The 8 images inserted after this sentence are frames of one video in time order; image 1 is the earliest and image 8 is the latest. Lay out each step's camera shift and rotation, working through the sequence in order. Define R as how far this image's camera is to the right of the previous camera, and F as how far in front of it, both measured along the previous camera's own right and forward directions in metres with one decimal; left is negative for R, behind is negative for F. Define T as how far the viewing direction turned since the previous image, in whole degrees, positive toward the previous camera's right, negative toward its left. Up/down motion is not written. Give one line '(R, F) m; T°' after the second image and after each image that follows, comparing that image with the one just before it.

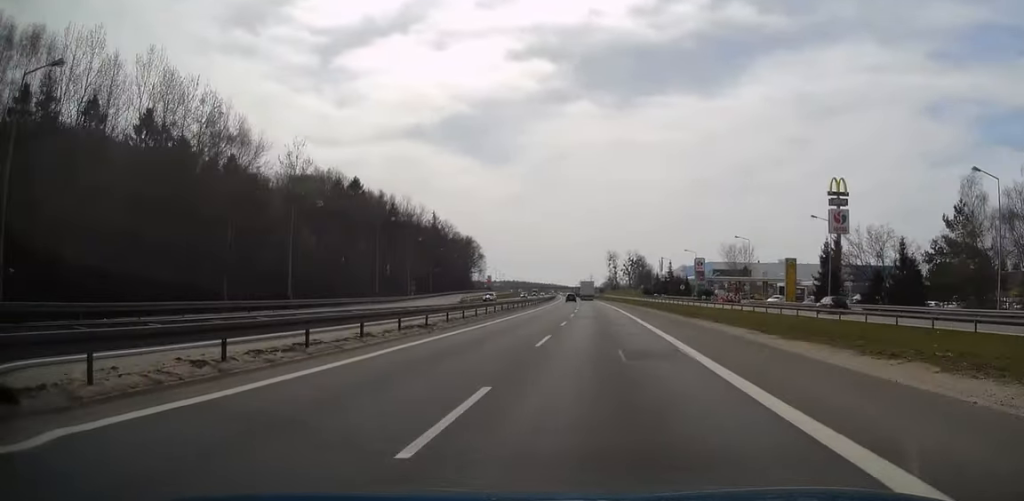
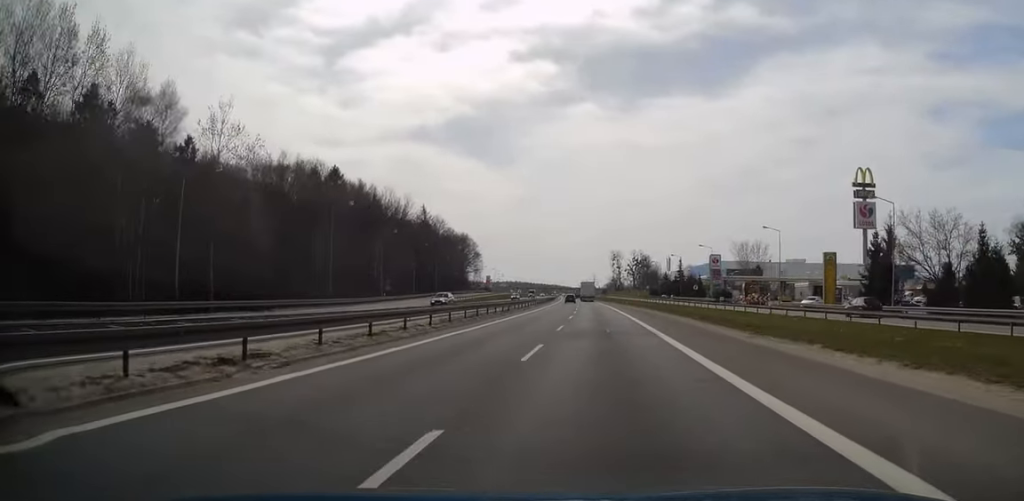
(0.0, +15.1) m; 0°
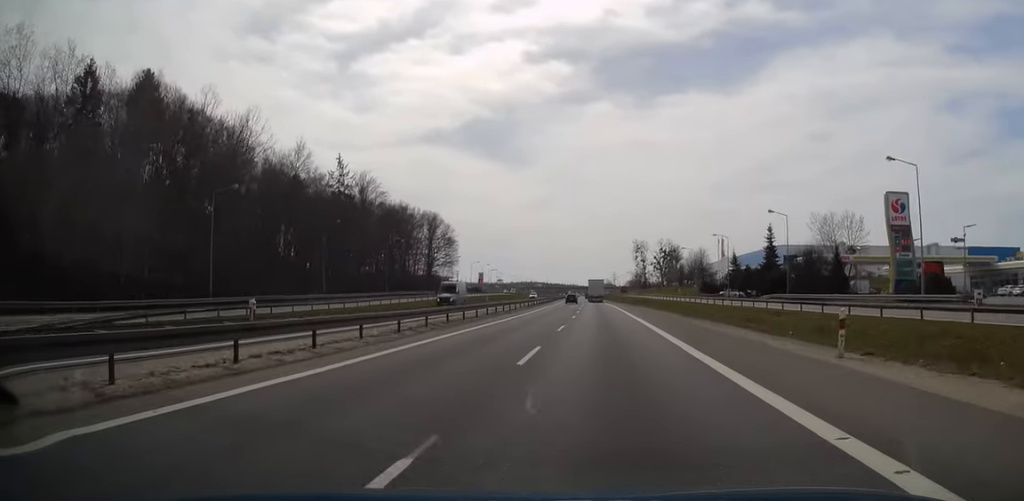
(-1.1, +71.7) m; -2°
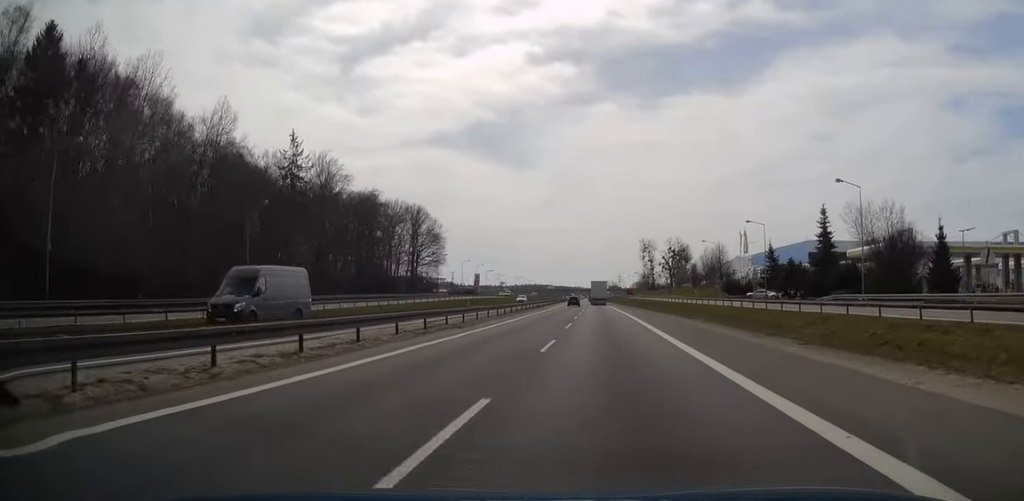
(-0.1, +20.4) m; 0°
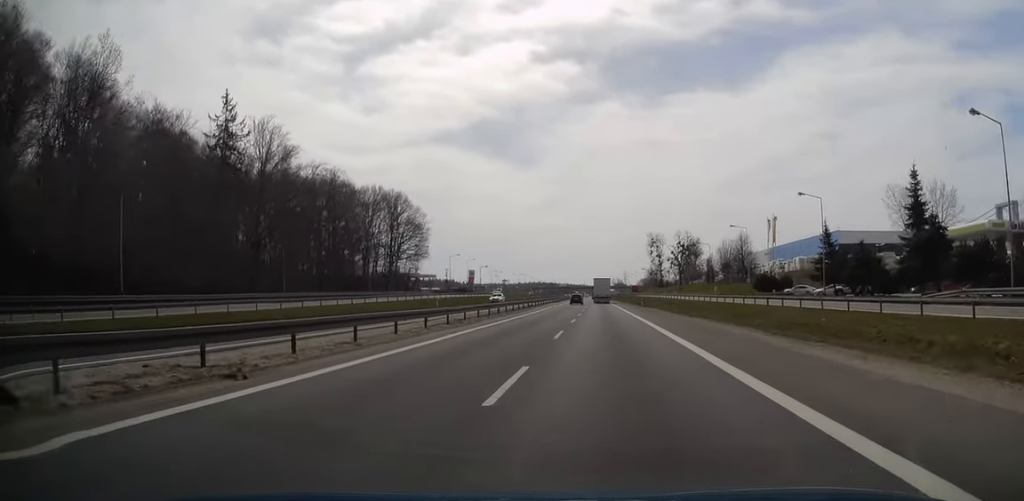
(-0.1, +20.4) m; 0°
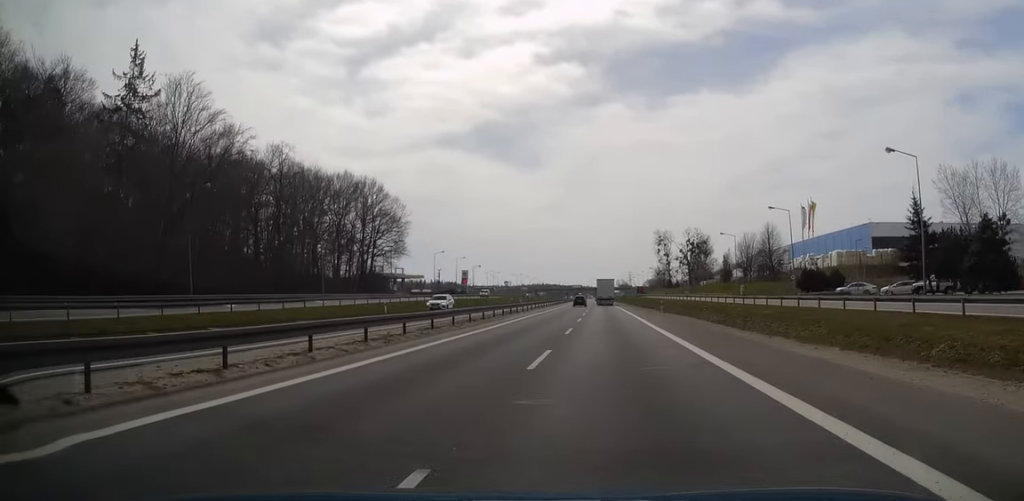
(-0.1, +19.4) m; 0°
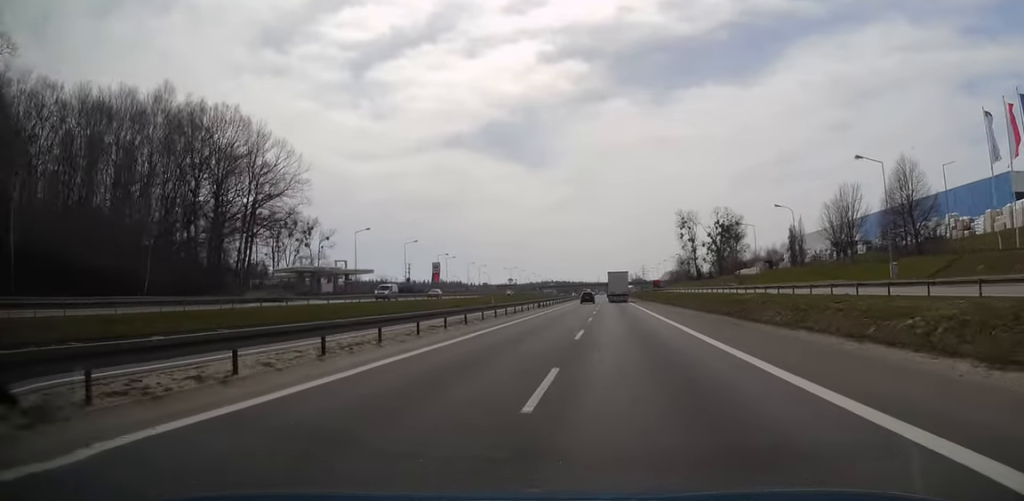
(-0.3, +52.2) m; -1°
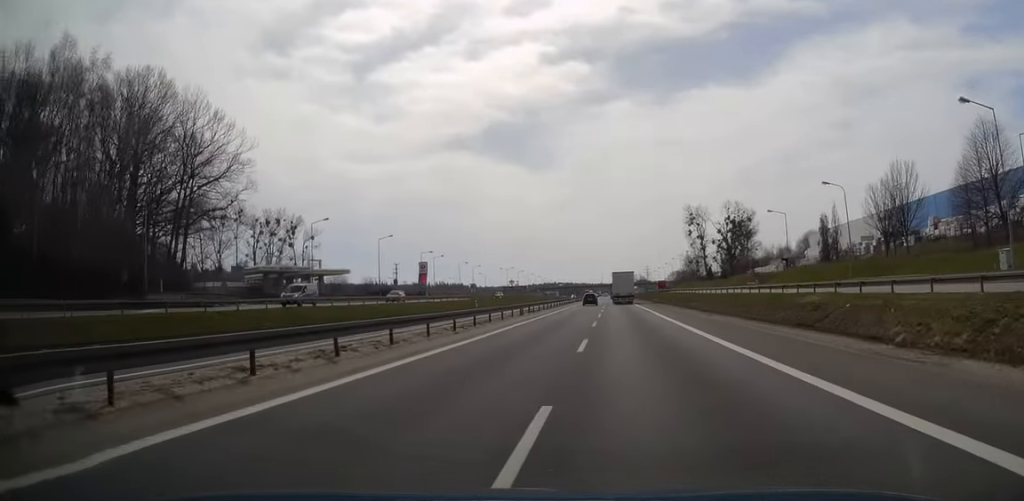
(0.0, +15.7) m; 0°
